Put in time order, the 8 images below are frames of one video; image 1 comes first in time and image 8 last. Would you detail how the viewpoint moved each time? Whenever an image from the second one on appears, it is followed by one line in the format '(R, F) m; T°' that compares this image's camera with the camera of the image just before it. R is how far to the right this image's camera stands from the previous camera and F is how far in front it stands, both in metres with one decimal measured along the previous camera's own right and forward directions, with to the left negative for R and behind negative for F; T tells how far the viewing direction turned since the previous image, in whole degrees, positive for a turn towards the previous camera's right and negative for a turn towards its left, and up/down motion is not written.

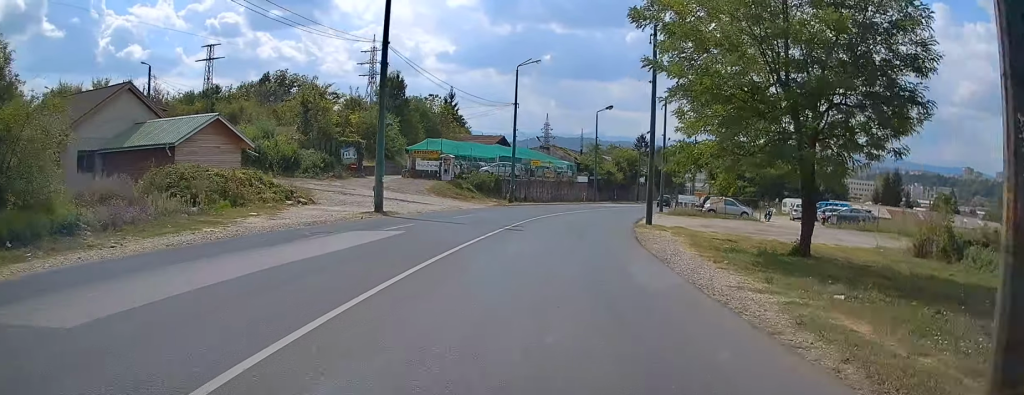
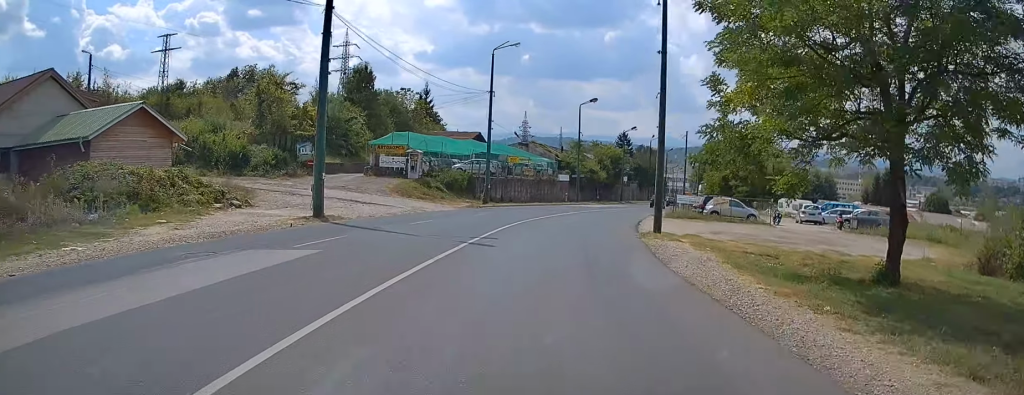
(0.0, +6.2) m; +1°
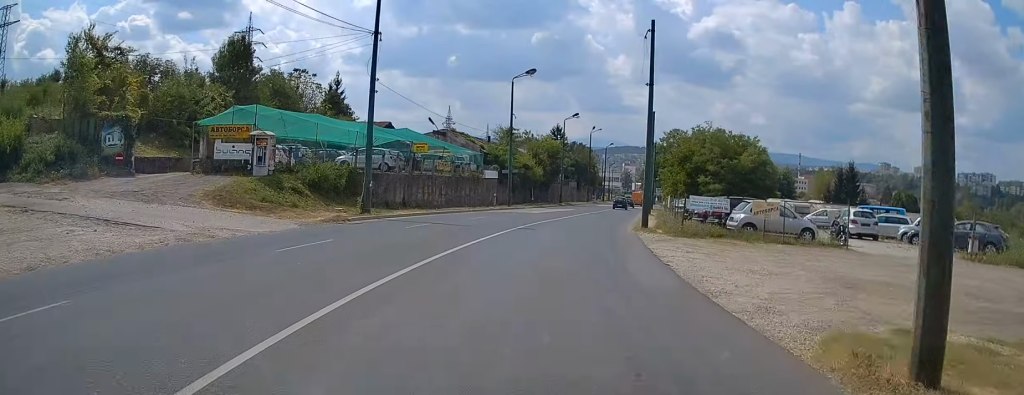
(+0.8, +18.3) m; +5°
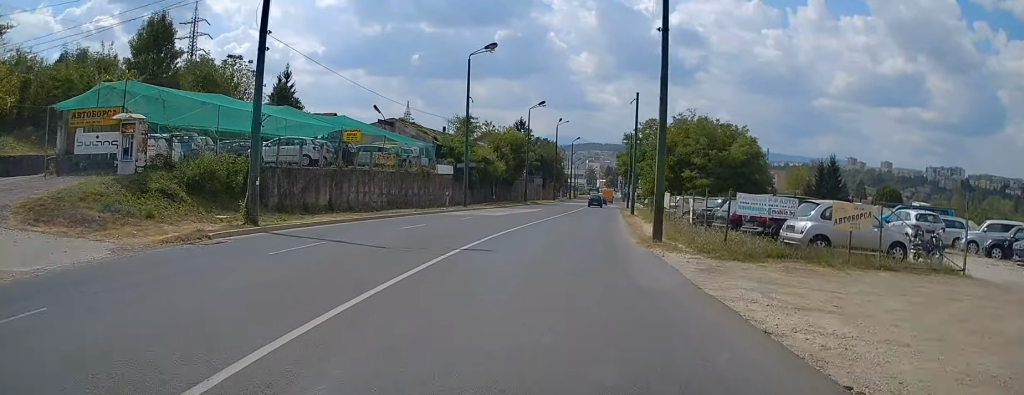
(+0.2, +9.2) m; +3°
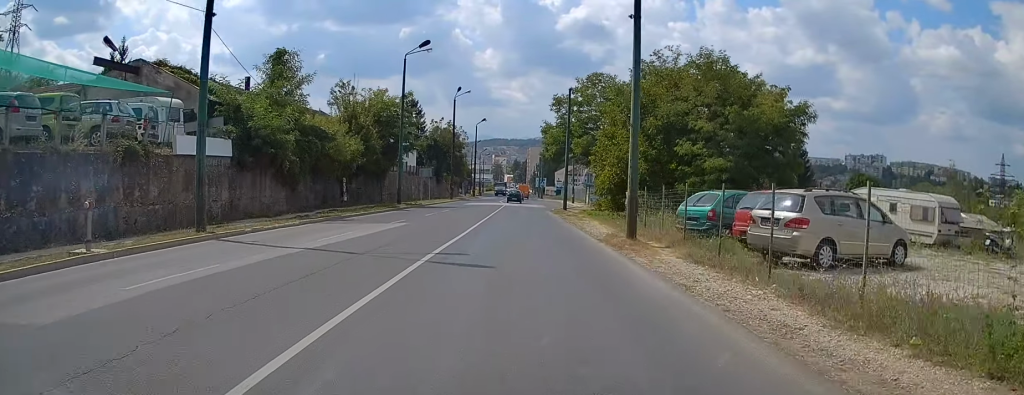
(+2.4, +30.6) m; +9°
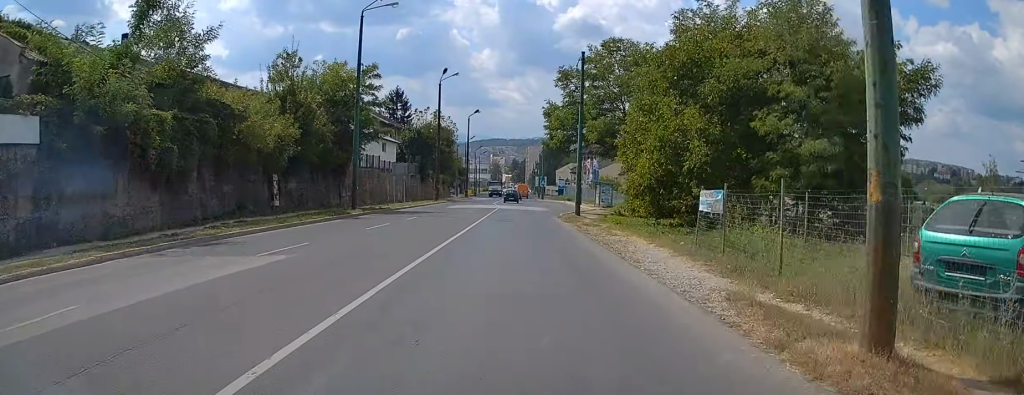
(+0.6, +12.9) m; +3°
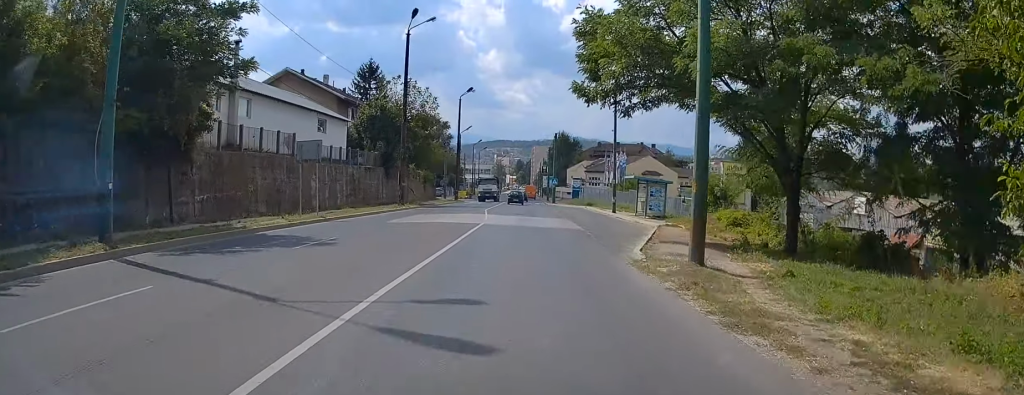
(+0.4, +23.3) m; +1°
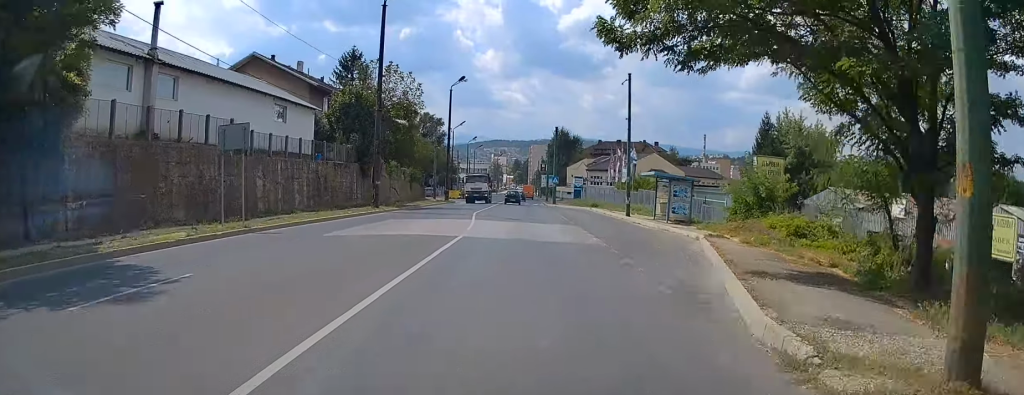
(0.0, +7.7) m; 0°
